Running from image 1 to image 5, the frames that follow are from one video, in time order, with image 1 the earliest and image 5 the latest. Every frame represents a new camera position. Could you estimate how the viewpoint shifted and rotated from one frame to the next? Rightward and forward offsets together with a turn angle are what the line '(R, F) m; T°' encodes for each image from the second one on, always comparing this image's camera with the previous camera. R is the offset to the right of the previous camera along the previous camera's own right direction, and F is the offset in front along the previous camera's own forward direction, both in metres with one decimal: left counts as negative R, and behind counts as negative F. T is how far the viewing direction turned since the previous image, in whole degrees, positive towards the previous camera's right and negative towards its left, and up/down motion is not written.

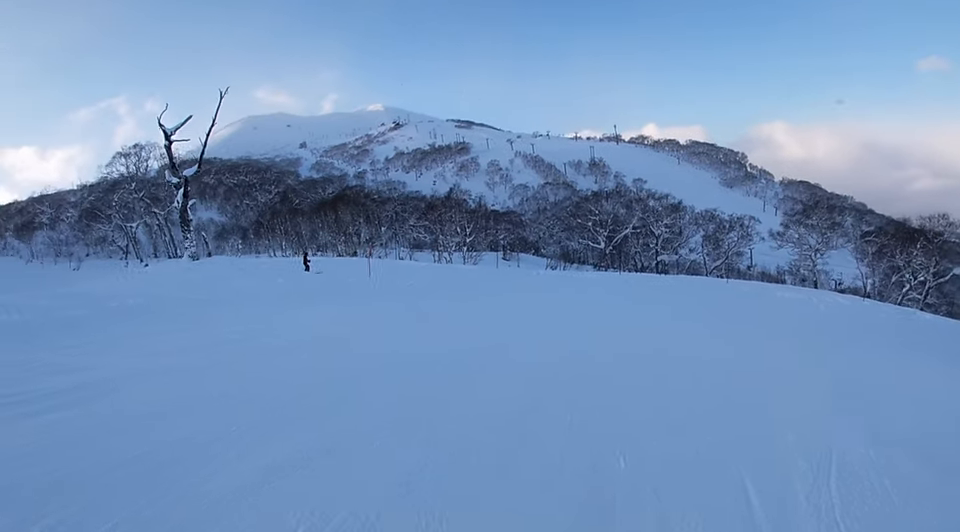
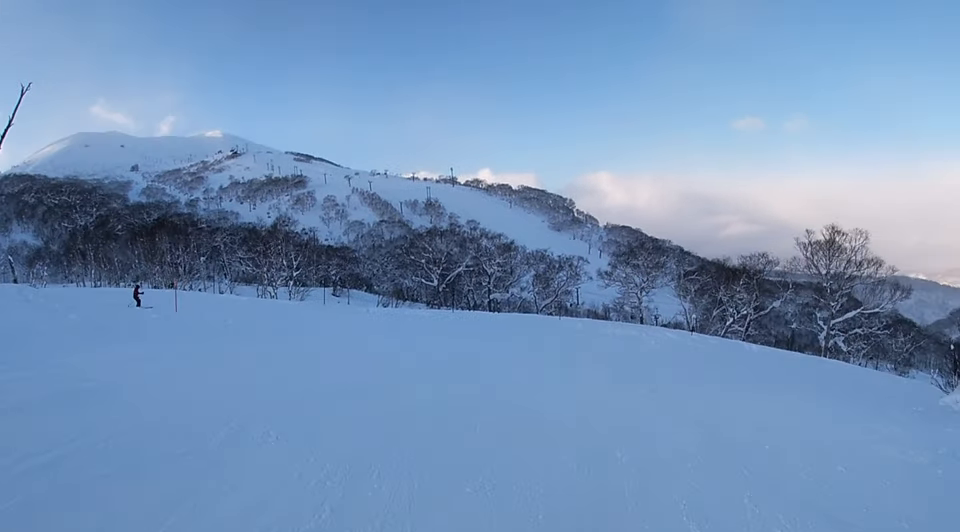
(+0.1, +2.0) m; +8°
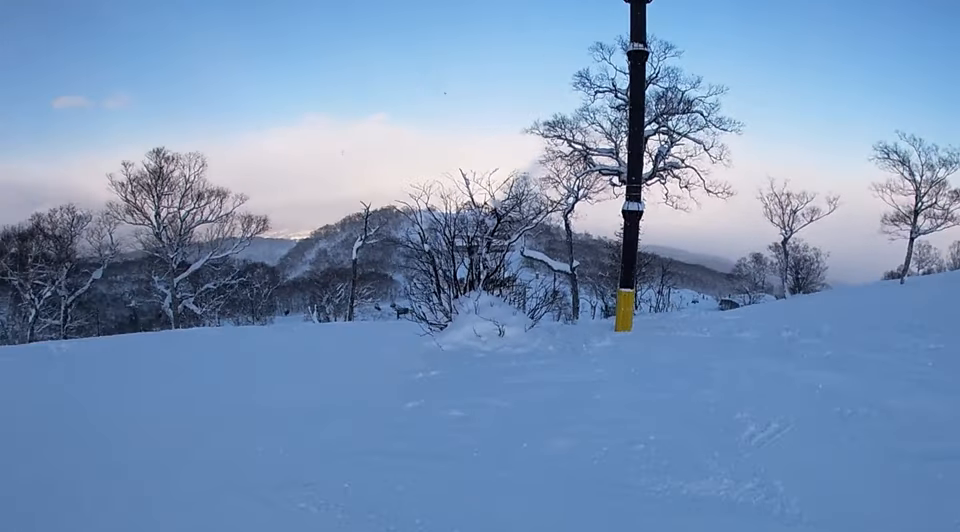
(+9.0, +12.2) m; +62°
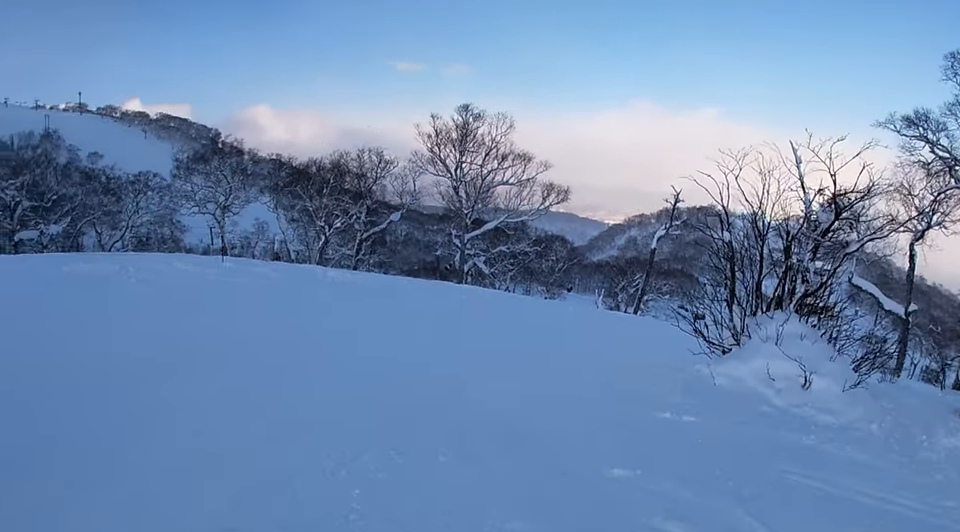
(-0.1, +3.4) m; -12°
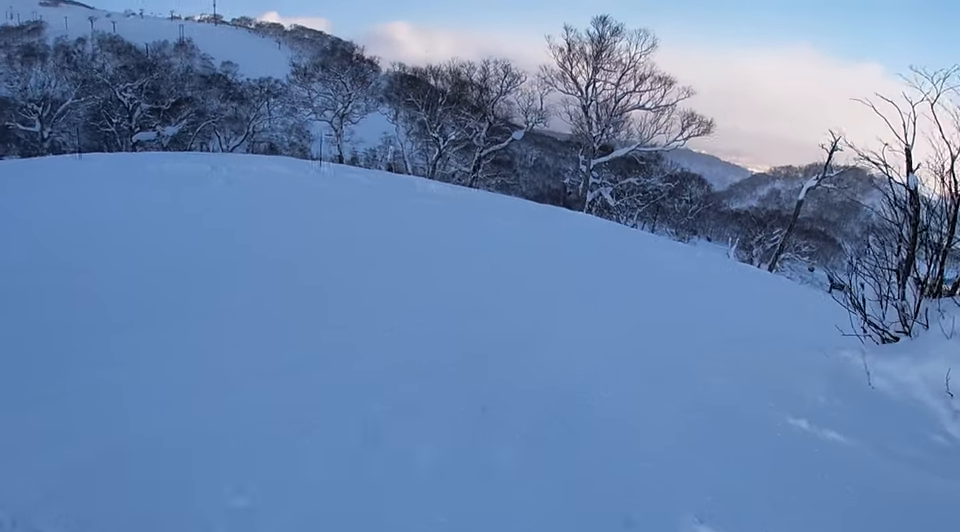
(+0.1, +2.1) m; -13°
